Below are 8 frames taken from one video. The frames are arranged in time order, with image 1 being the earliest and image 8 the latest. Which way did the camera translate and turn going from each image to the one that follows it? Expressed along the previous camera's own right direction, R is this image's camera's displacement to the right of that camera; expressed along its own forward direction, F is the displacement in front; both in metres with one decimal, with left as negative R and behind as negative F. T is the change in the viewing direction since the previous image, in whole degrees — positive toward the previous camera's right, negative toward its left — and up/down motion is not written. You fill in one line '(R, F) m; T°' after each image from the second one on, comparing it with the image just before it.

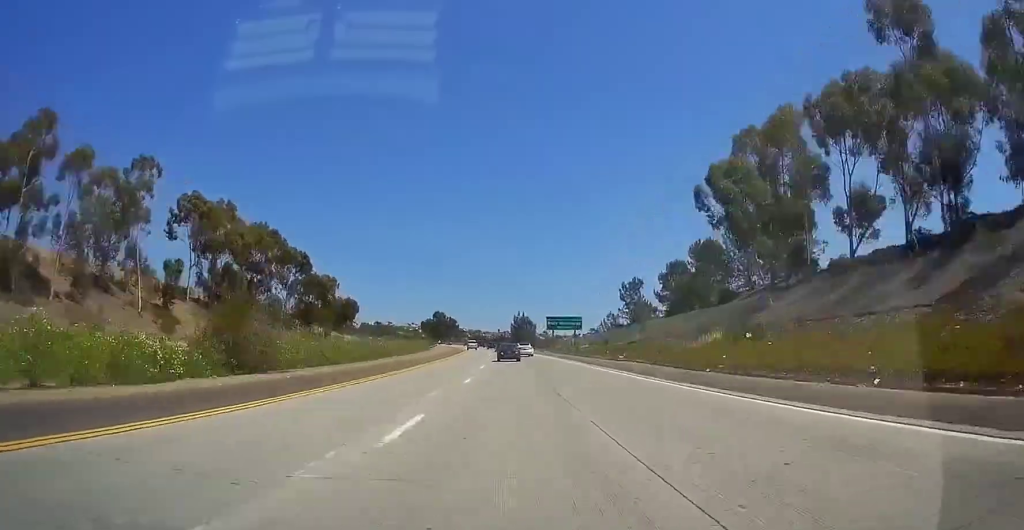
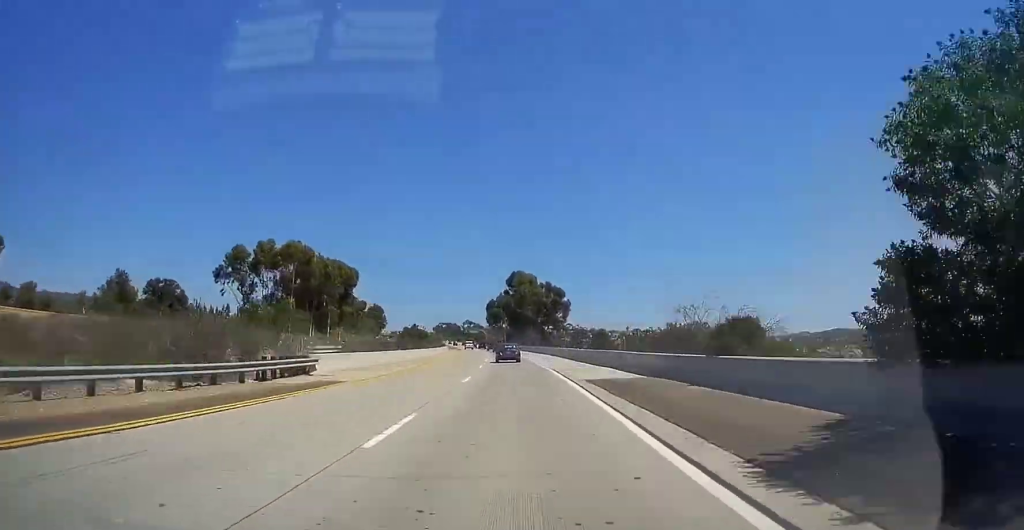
(-21.4, +231.6) m; -9°
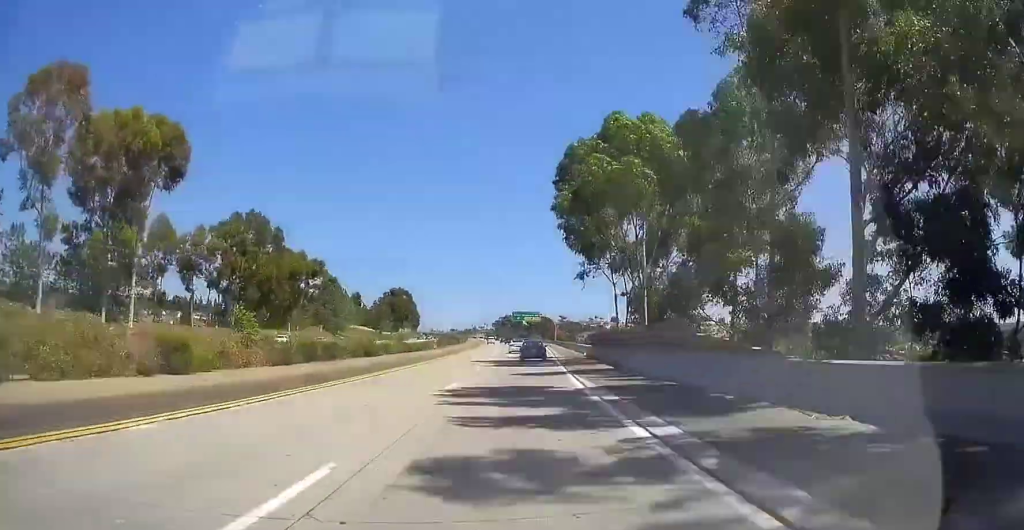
(-6.8, +149.5) m; -5°
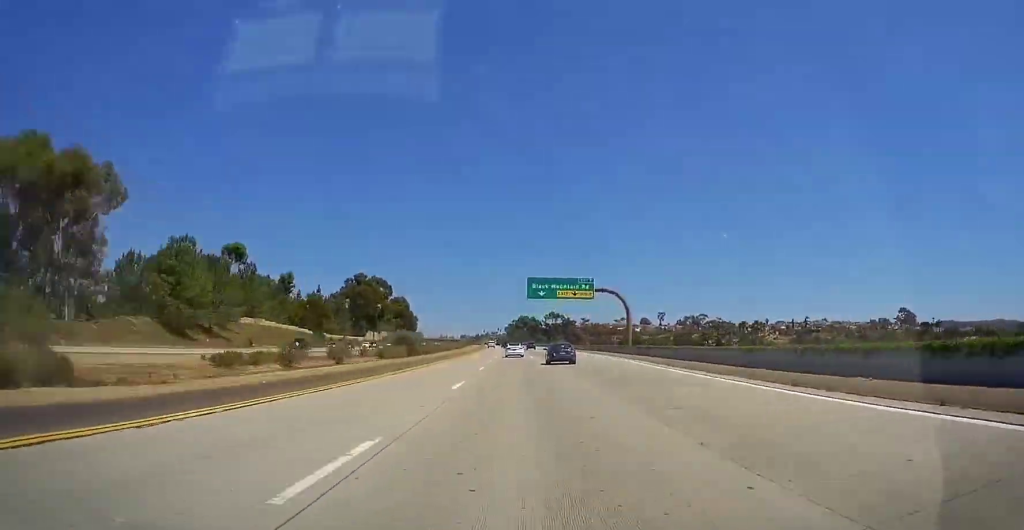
(-4.2, +100.6) m; -2°
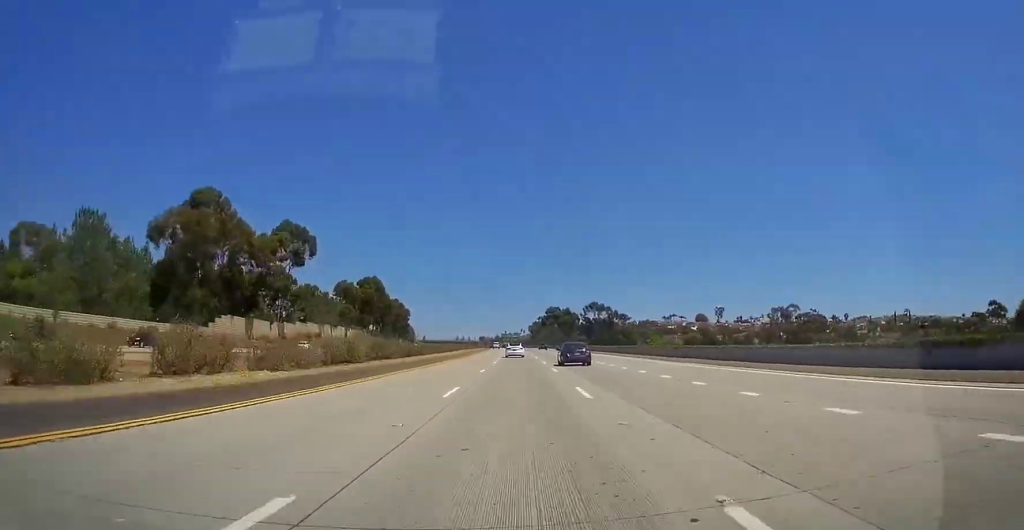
(-2.5, +137.5) m; -2°
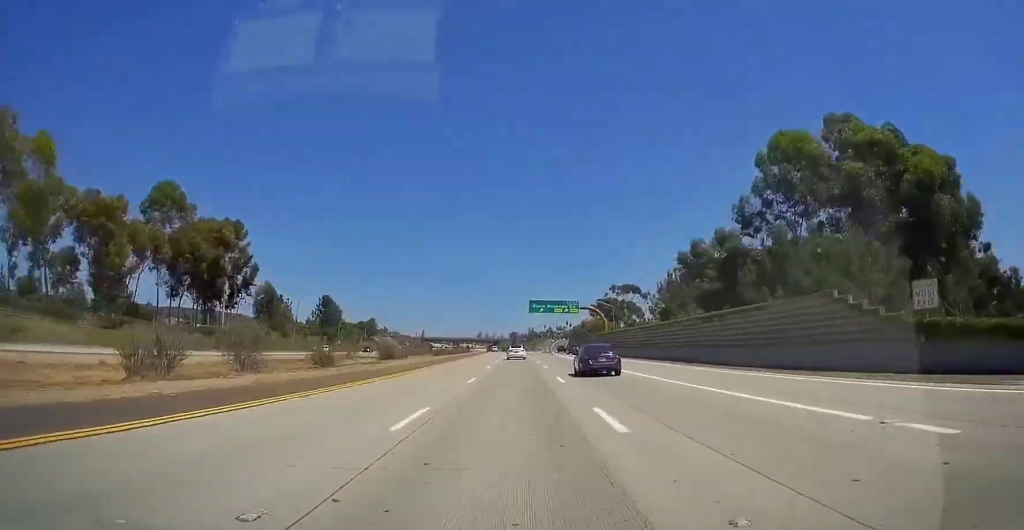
(-7.6, +269.8) m; -4°
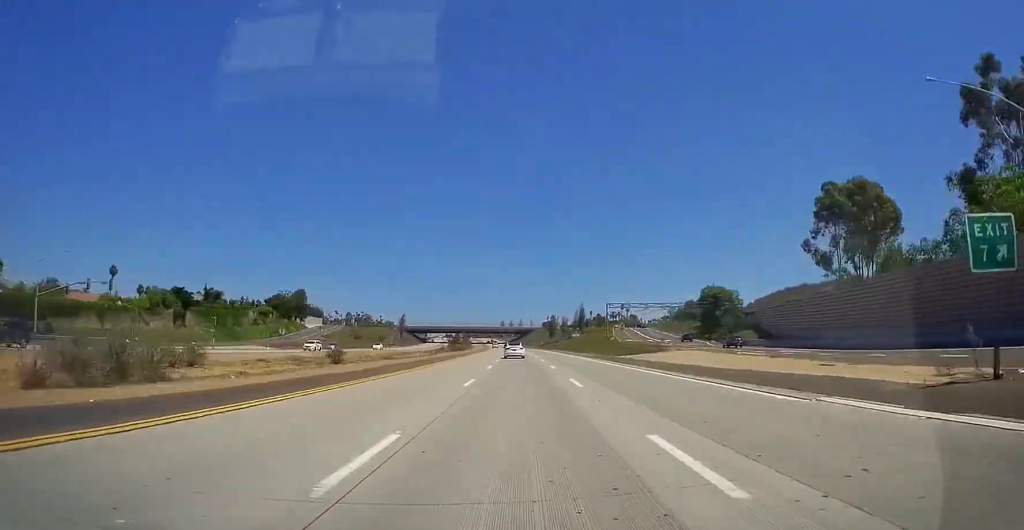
(-5.7, +210.2) m; -3°
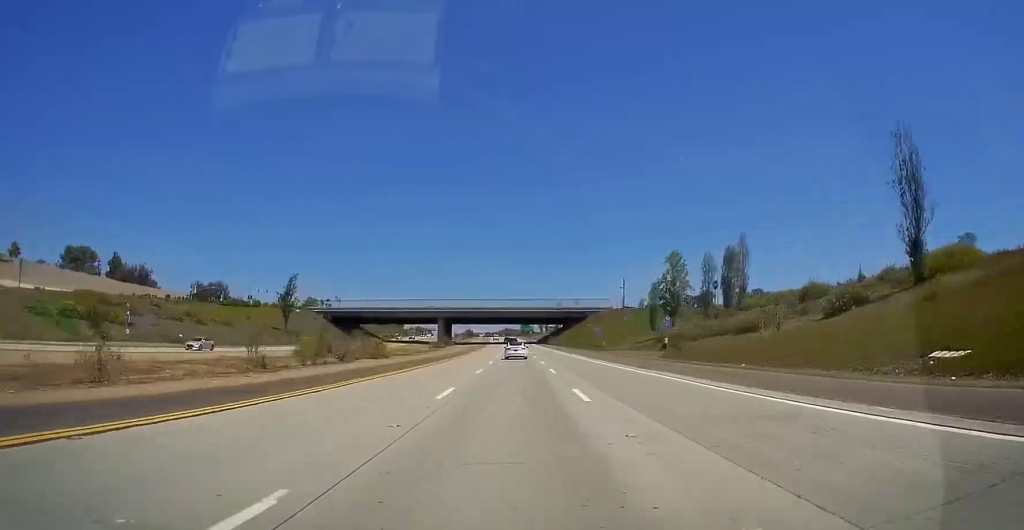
(-5.4, +196.6) m; -2°
